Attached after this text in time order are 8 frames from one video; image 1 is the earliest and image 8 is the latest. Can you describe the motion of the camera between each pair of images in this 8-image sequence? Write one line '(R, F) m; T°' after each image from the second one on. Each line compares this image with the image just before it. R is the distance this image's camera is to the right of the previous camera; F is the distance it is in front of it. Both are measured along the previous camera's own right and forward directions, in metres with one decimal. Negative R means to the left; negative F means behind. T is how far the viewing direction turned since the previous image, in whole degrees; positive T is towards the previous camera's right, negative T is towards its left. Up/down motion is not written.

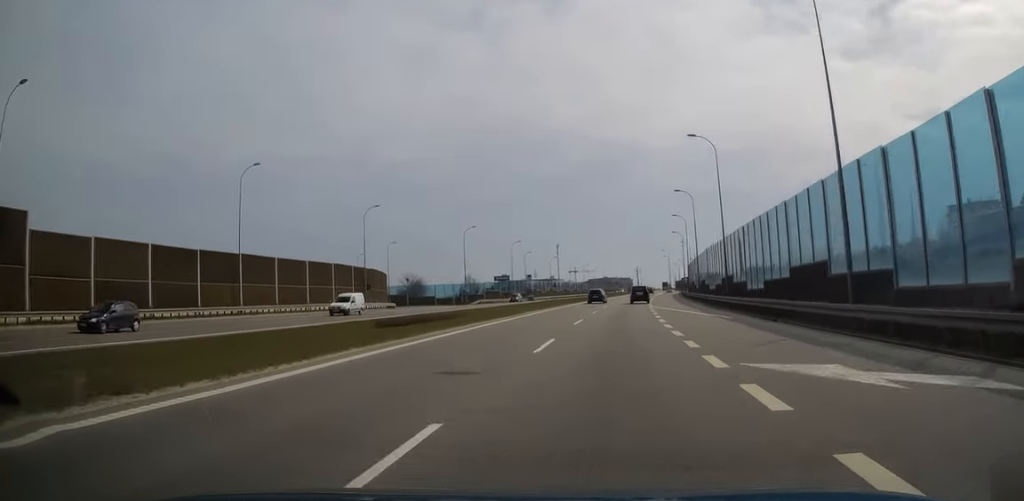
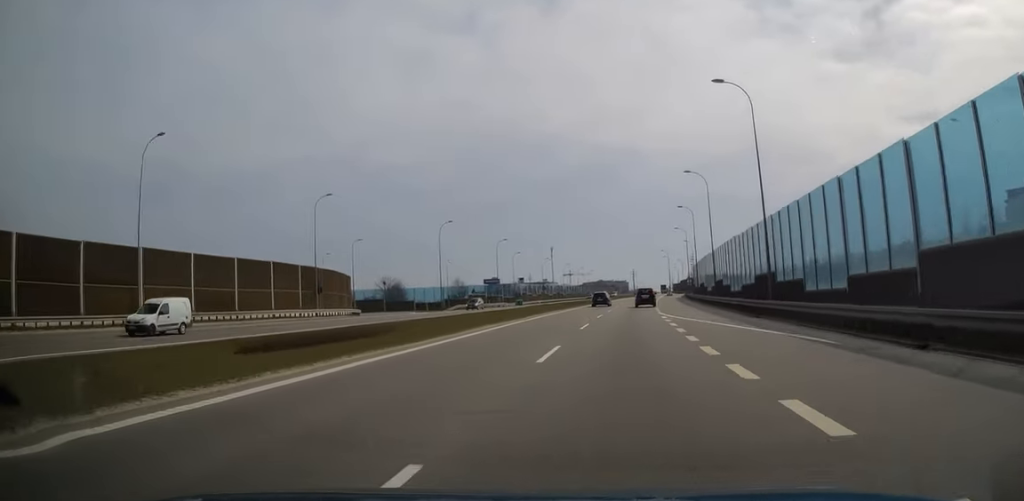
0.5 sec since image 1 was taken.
(+0.2, +13.5) m; +1°
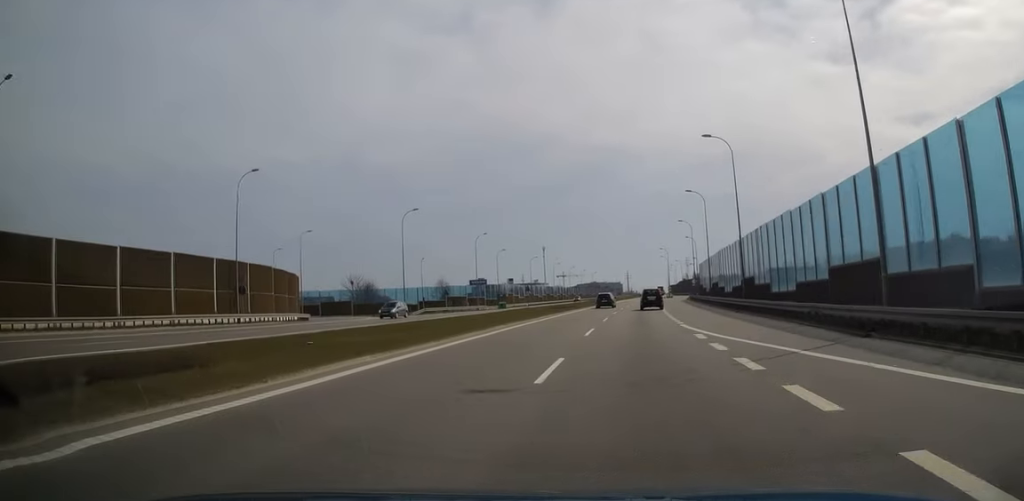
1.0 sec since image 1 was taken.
(+0.1, +15.0) m; +1°
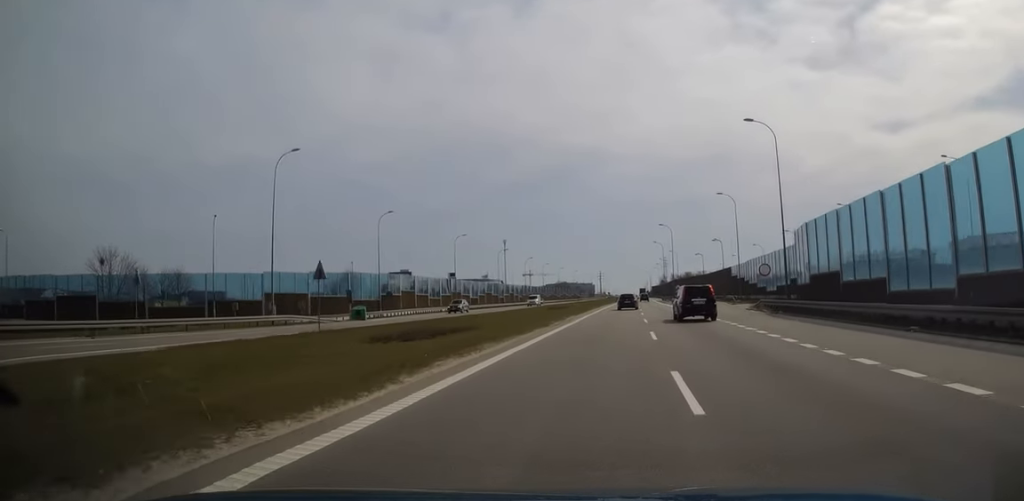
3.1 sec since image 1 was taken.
(+0.5, +62.6) m; +2°
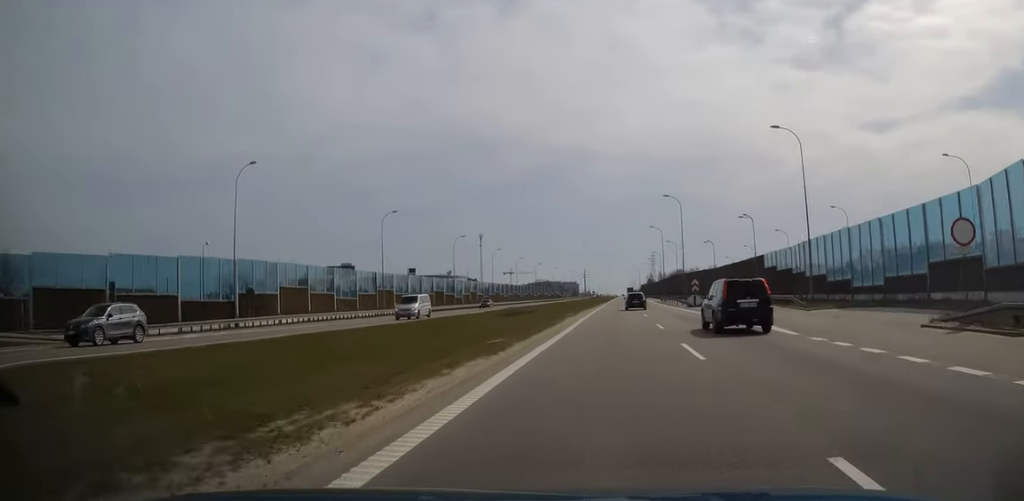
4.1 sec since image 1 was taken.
(+0.5, +30.4) m; +2°
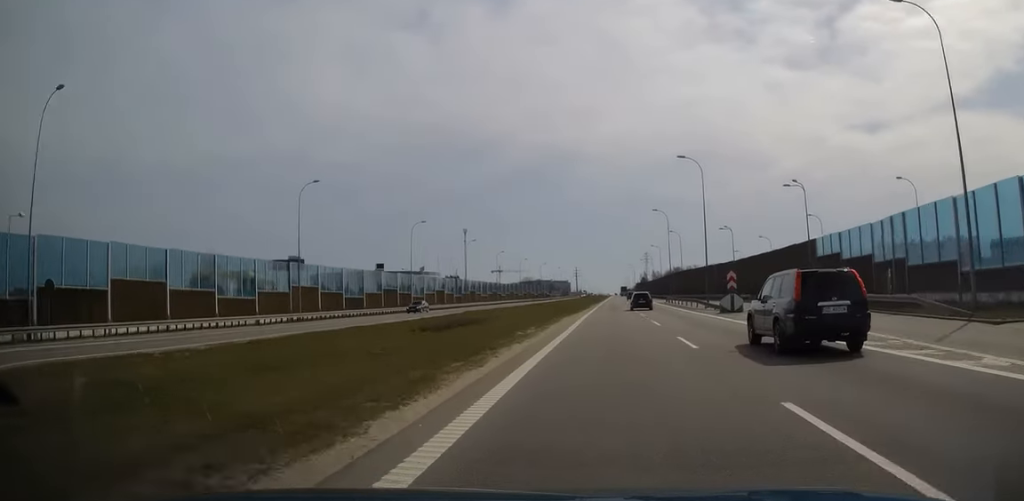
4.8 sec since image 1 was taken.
(+0.3, +21.4) m; 0°
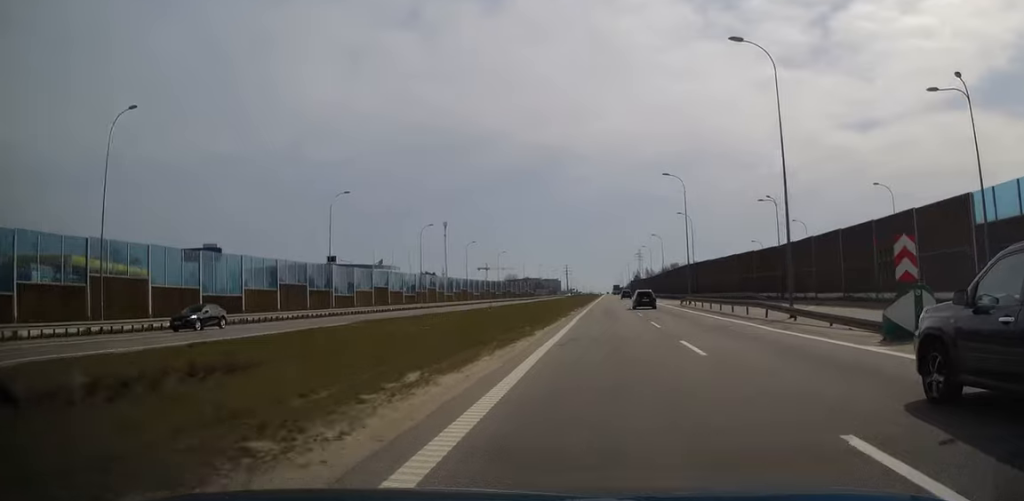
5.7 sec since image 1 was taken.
(-0.2, +25.8) m; +1°
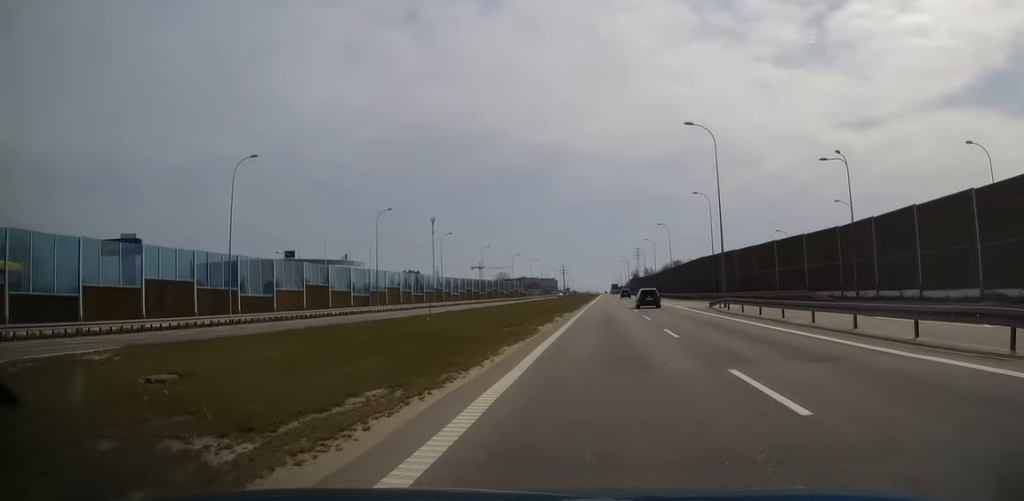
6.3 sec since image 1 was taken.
(+0.2, +18.9) m; +1°
